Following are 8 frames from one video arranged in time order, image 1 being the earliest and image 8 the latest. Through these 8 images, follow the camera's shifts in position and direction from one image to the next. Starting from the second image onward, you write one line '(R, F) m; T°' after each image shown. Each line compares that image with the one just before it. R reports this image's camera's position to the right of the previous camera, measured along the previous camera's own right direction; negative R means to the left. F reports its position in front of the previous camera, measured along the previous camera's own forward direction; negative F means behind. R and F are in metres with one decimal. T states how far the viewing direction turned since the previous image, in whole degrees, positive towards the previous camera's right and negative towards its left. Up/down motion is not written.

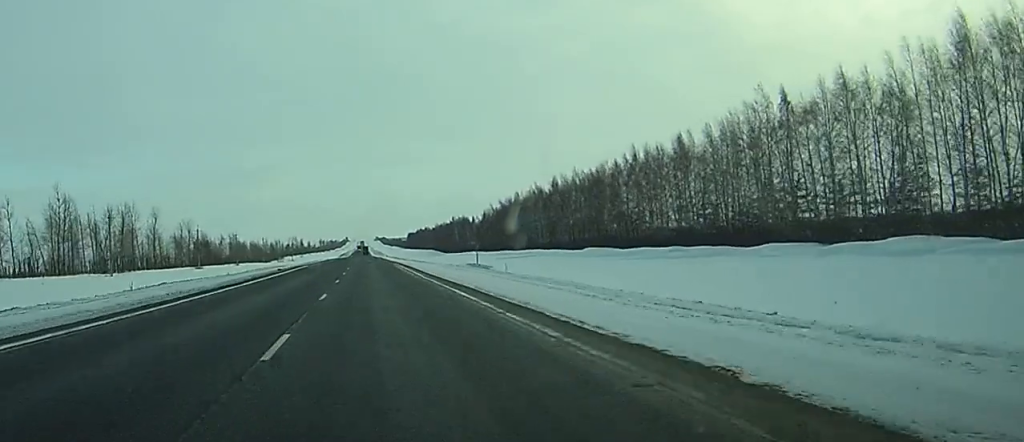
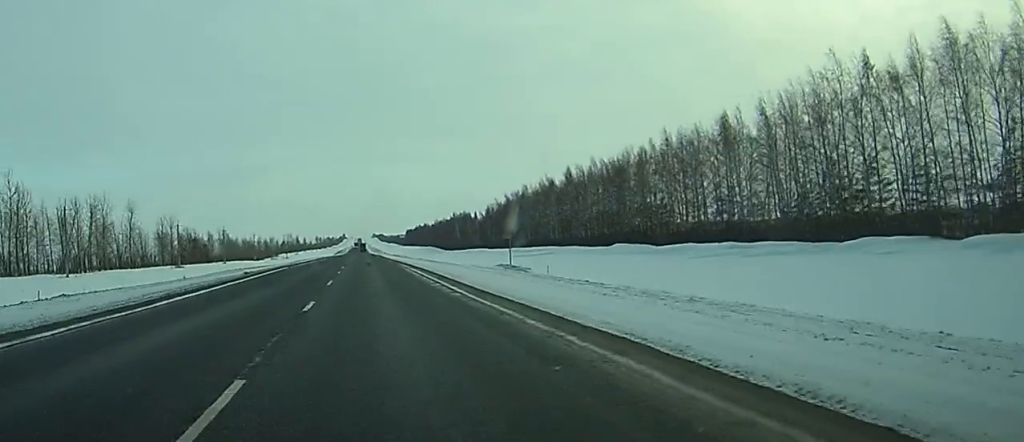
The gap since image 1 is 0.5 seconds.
(0.0, +17.4) m; 0°
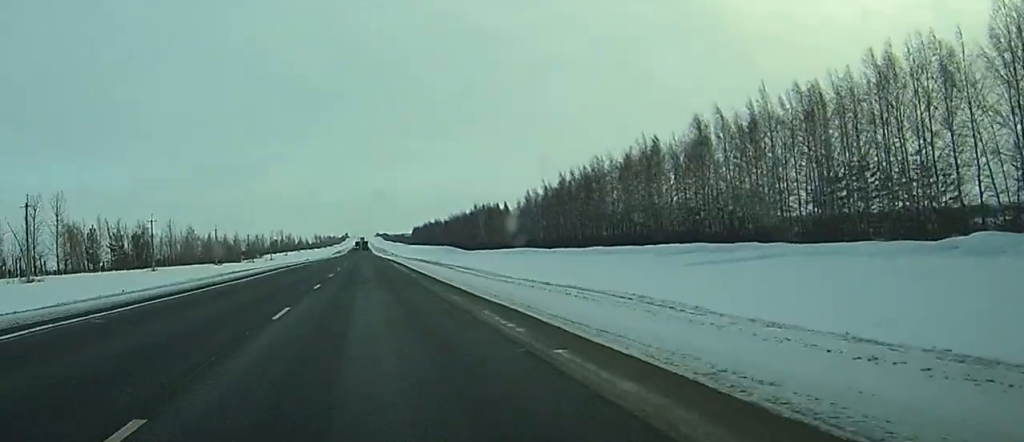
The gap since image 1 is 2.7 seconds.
(+0.6, +76.6) m; 0°
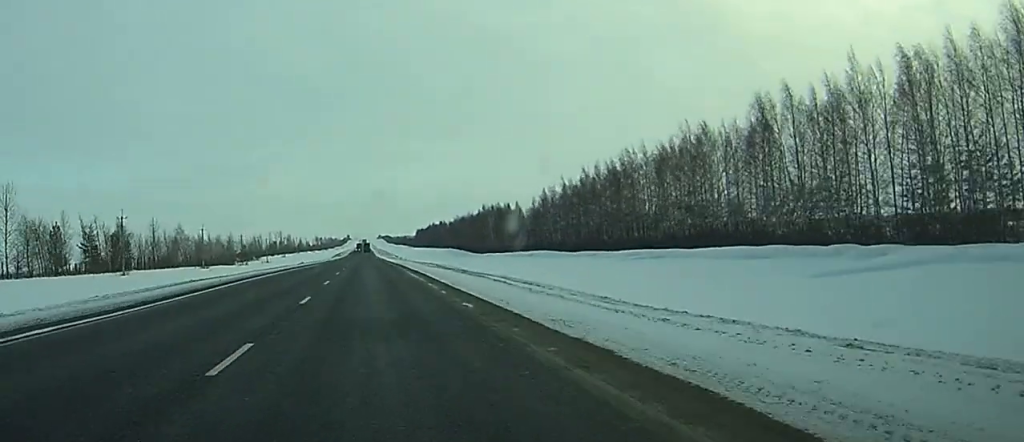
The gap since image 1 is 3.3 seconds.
(0.0, +19.2) m; 0°
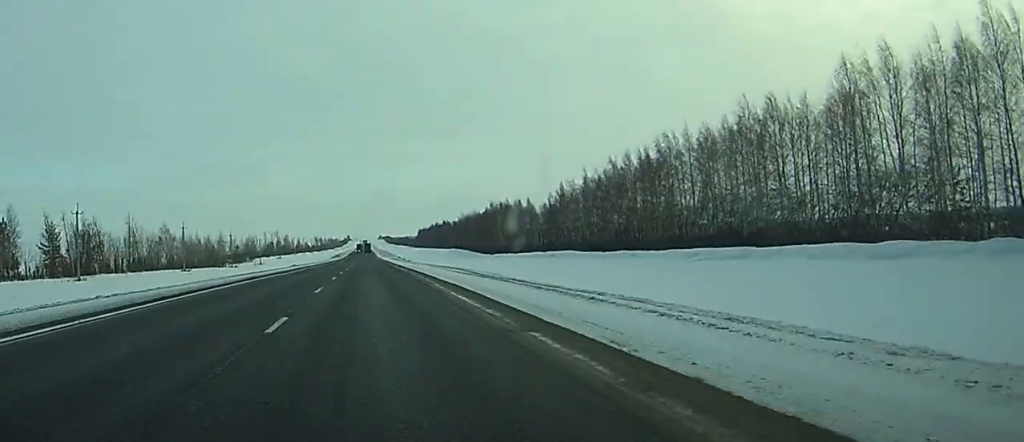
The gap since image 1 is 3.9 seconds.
(0.0, +20.2) m; 0°
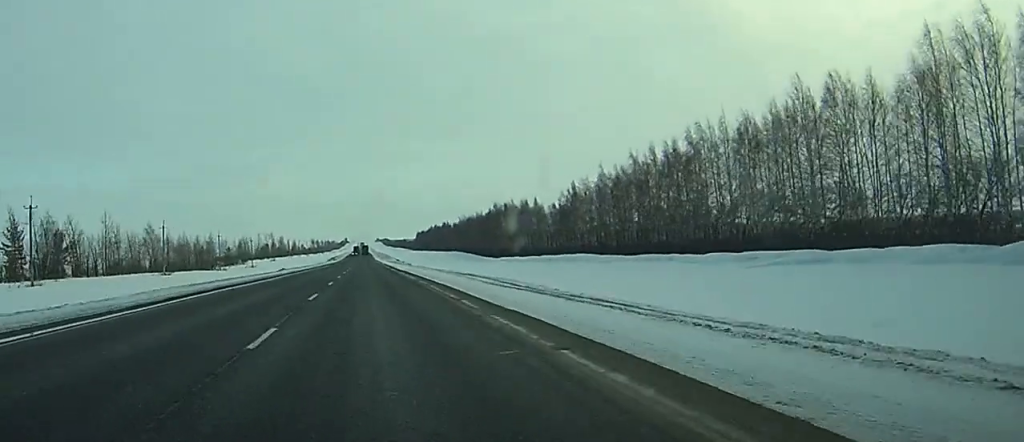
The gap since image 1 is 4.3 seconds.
(0.0, +14.6) m; 0°
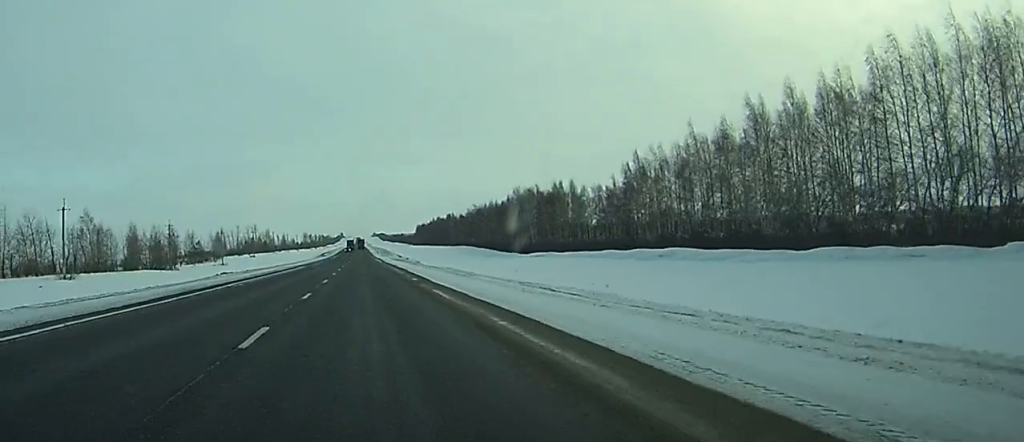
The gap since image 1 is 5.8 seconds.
(-0.2, +49.0) m; 0°
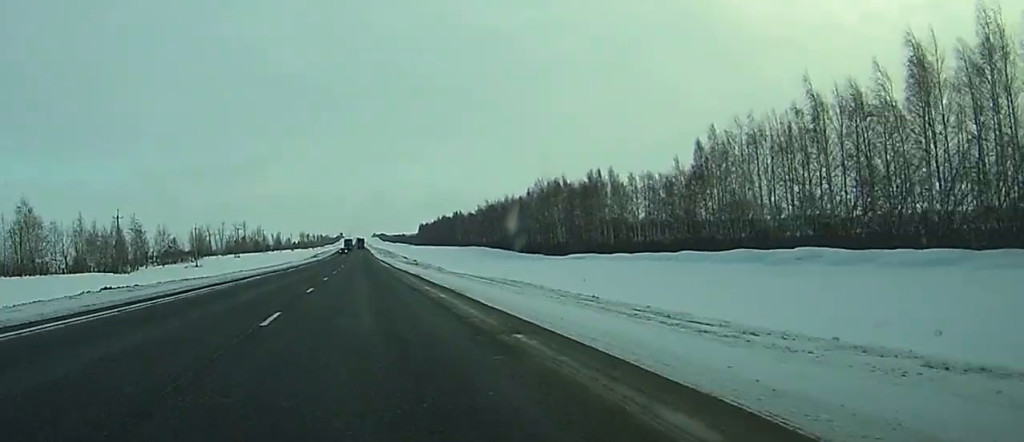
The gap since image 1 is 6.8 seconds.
(0.0, +33.4) m; 0°
